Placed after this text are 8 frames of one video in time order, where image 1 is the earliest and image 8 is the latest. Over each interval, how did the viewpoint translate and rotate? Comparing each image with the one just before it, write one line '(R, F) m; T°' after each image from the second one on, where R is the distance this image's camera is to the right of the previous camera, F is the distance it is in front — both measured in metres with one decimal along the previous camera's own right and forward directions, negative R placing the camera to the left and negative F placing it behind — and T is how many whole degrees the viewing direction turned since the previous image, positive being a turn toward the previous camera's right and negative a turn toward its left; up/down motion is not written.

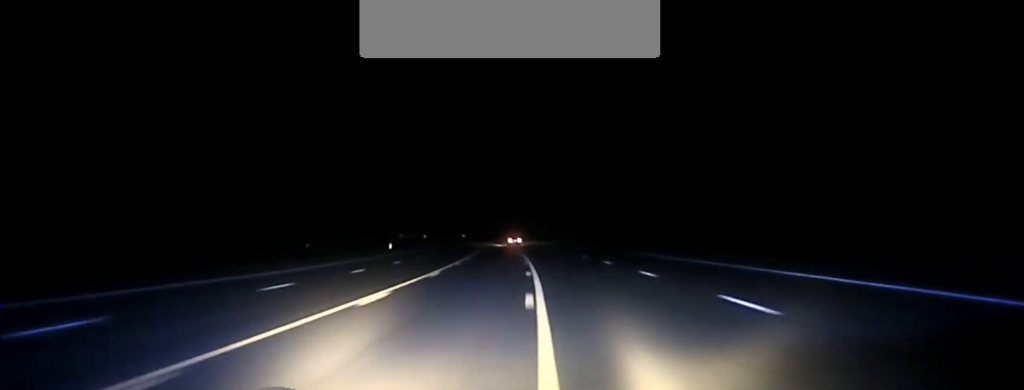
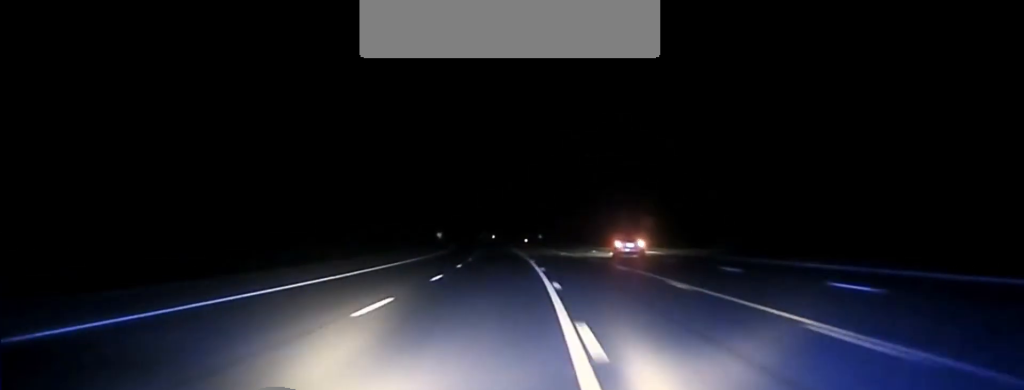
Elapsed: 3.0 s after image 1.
(-6.8, +154.6) m; -3°
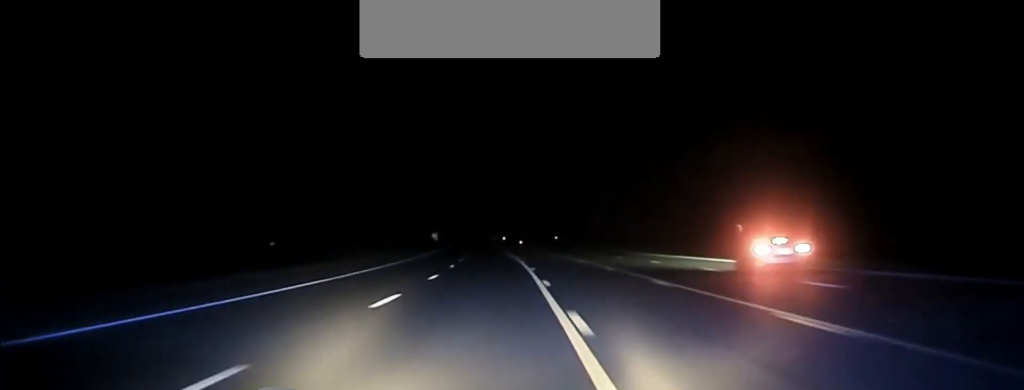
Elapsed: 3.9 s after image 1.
(-0.2, +48.6) m; -1°
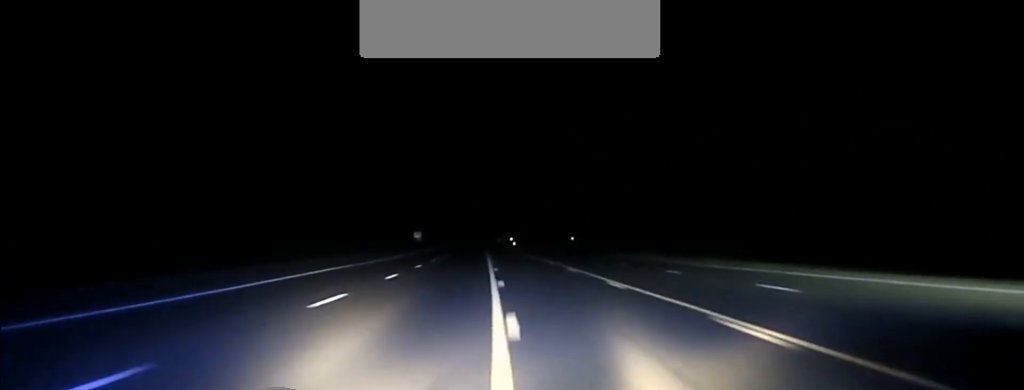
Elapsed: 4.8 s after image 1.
(-0.5, +49.2) m; -1°
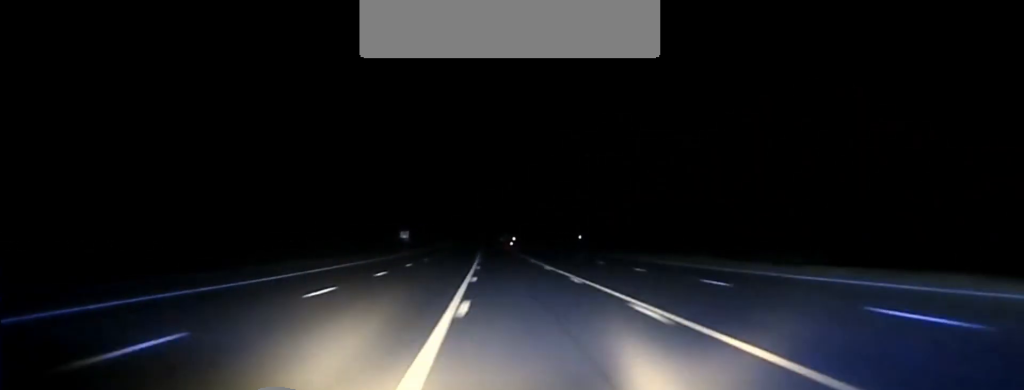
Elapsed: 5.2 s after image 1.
(-0.2, +21.6) m; 0°
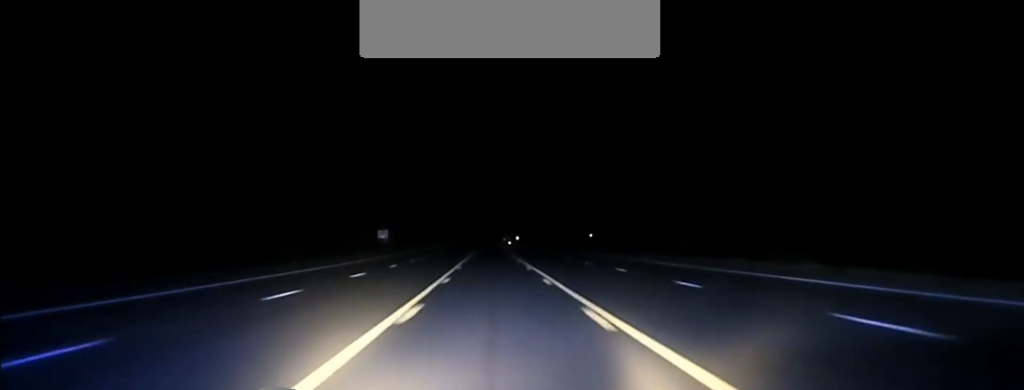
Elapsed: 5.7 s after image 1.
(0.0, +26.2) m; 0°
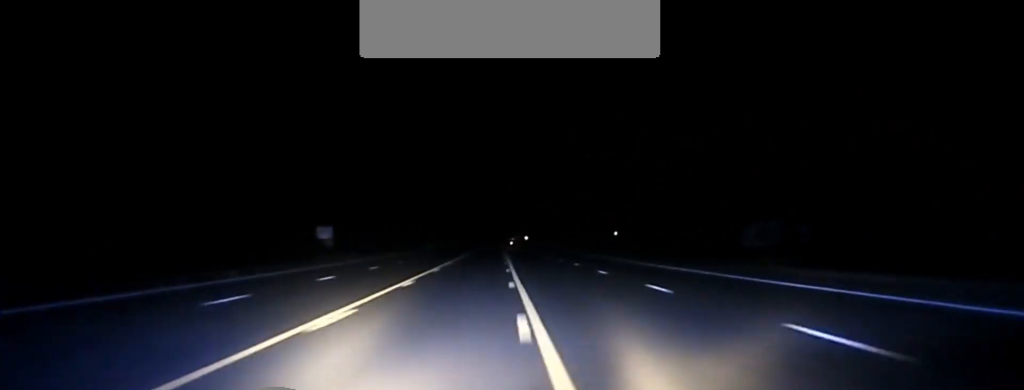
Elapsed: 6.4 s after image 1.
(+0.2, +37.3) m; 0°
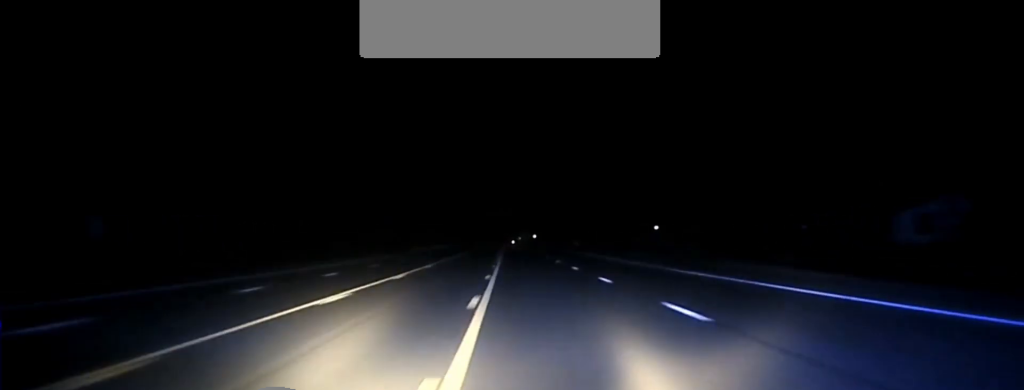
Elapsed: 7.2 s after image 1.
(-0.6, +44.4) m; 0°
